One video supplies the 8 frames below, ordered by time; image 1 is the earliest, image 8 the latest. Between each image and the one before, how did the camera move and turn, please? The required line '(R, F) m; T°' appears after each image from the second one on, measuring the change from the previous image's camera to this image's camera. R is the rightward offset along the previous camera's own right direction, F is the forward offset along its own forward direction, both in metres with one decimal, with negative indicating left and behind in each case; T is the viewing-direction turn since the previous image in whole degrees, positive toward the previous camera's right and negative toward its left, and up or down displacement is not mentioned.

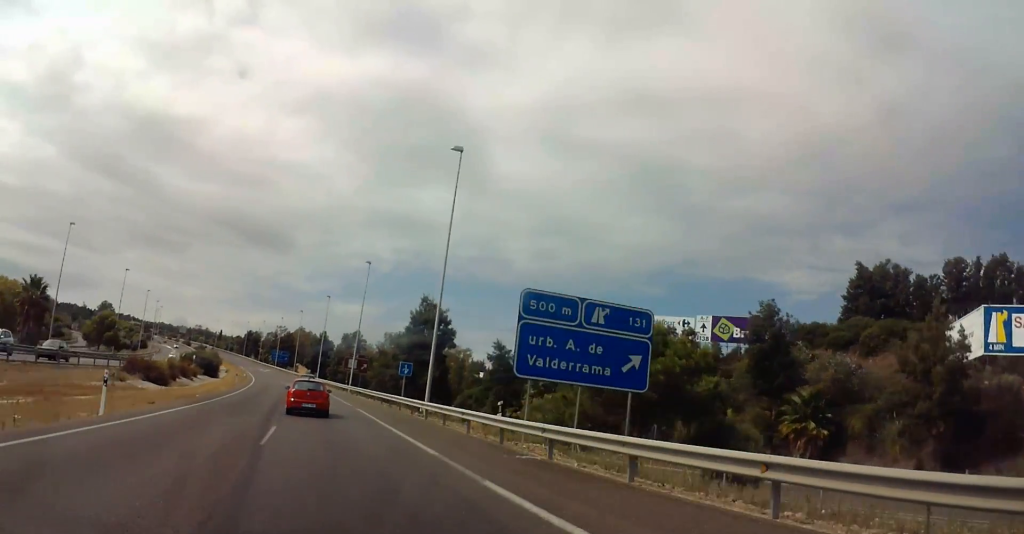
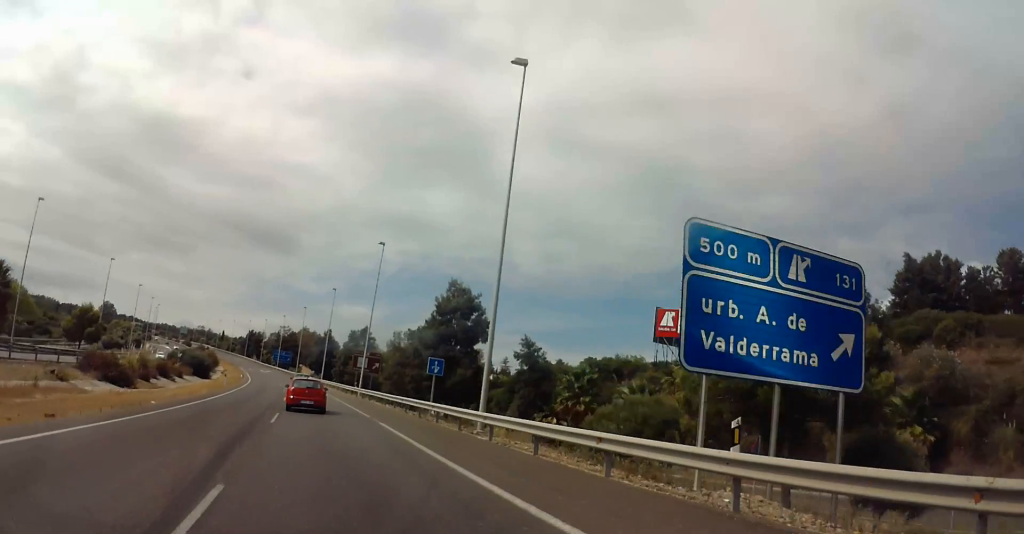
(-0.2, +11.6) m; 0°
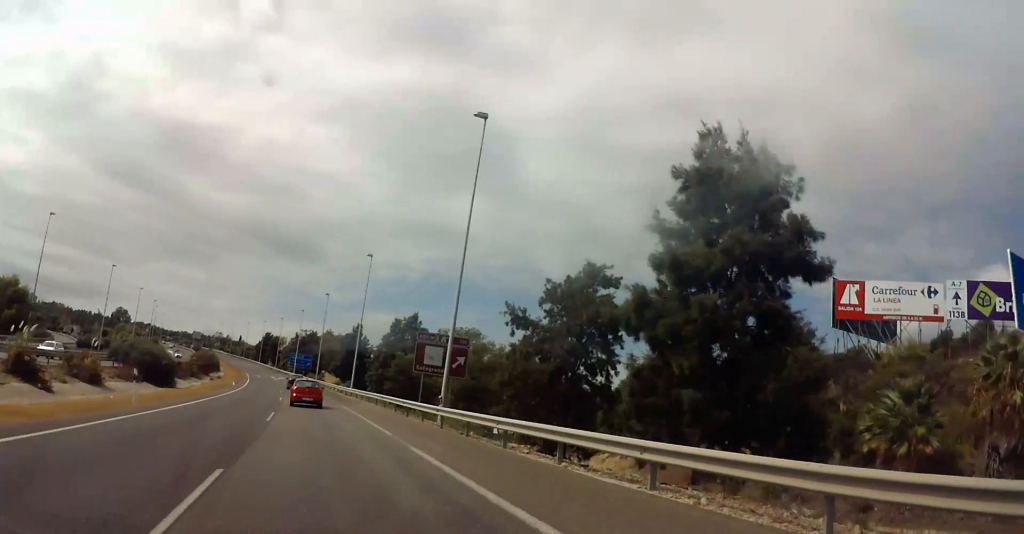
(+0.2, +34.7) m; -2°
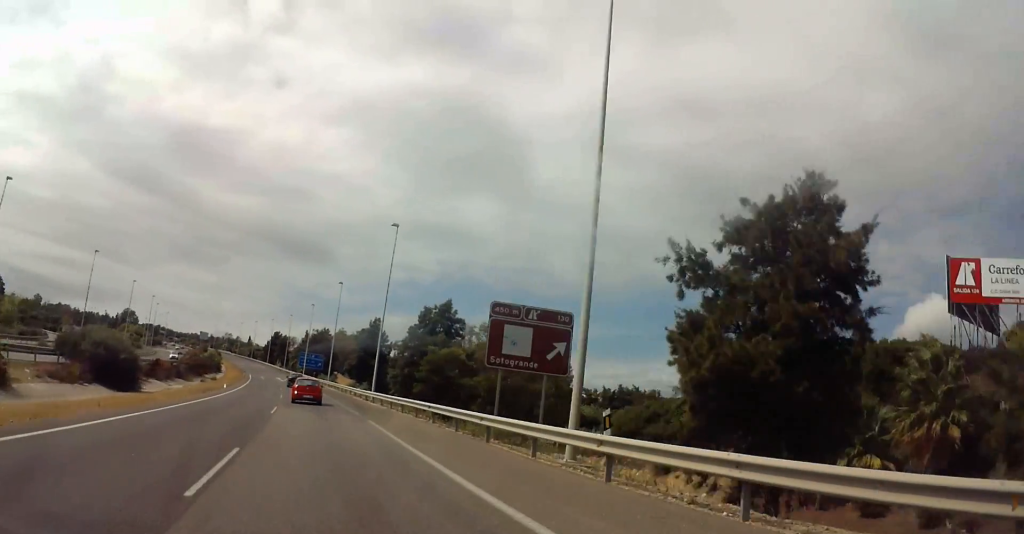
(+0.1, +13.5) m; -2°
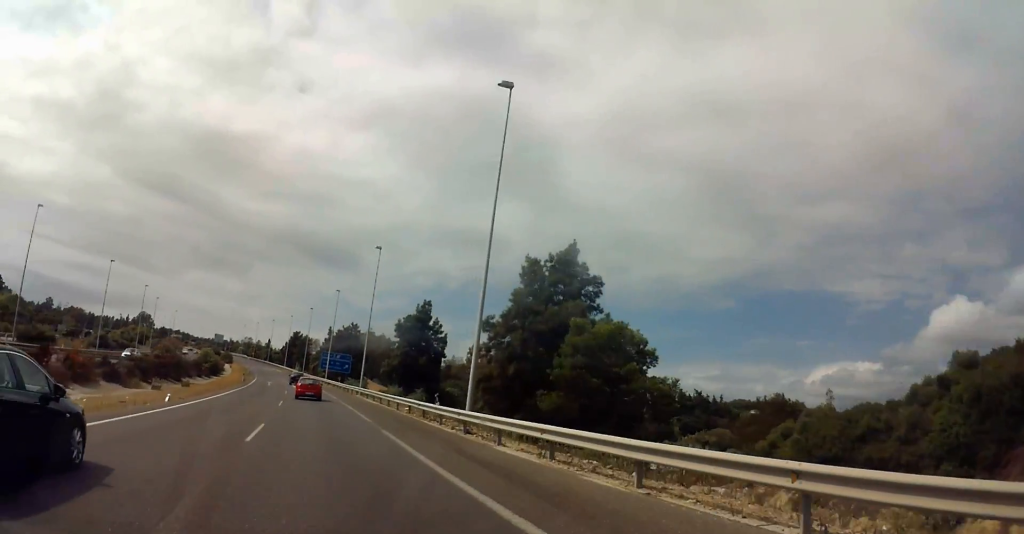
(-1.4, +29.0) m; -4°
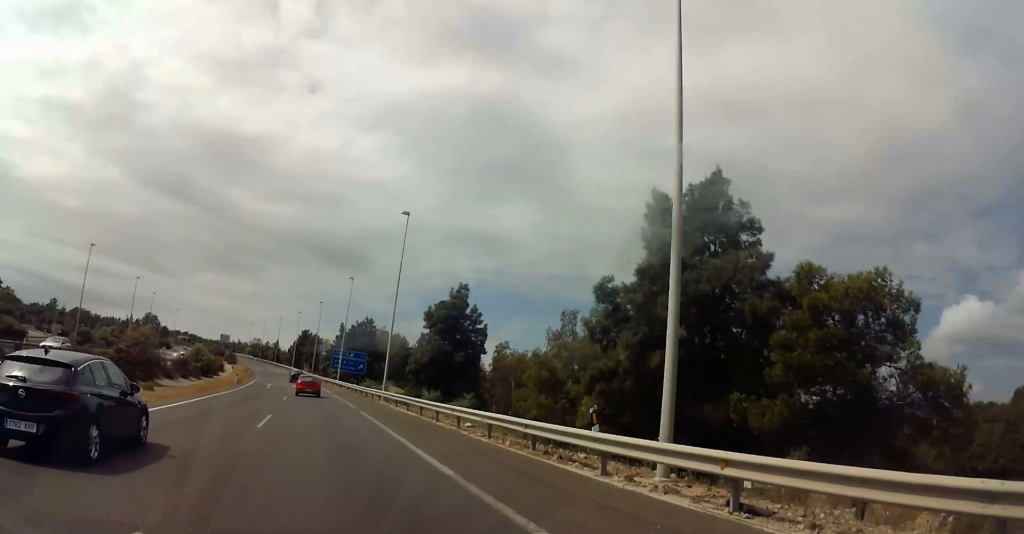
(-0.2, +15.6) m; -1°
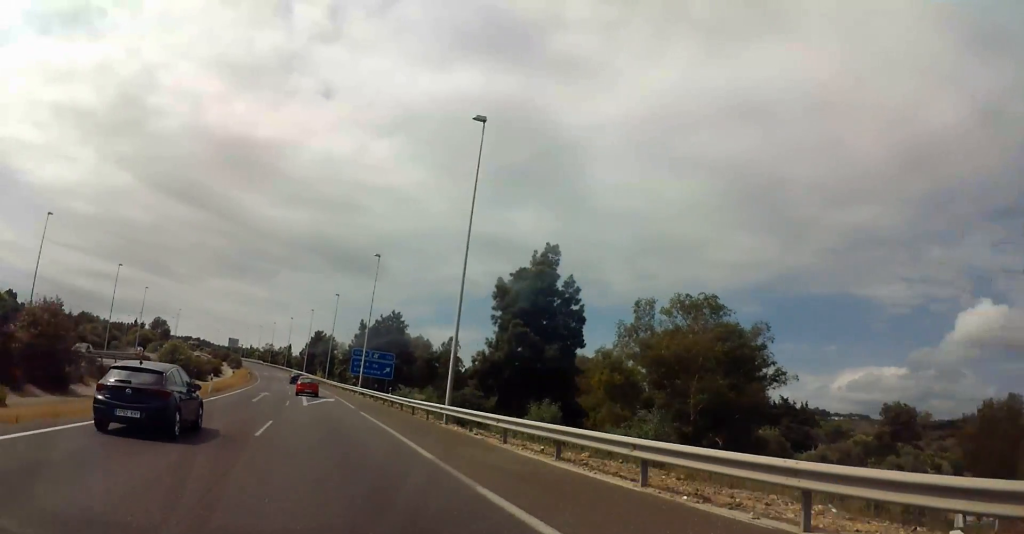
(0.0, +20.5) m; 0°
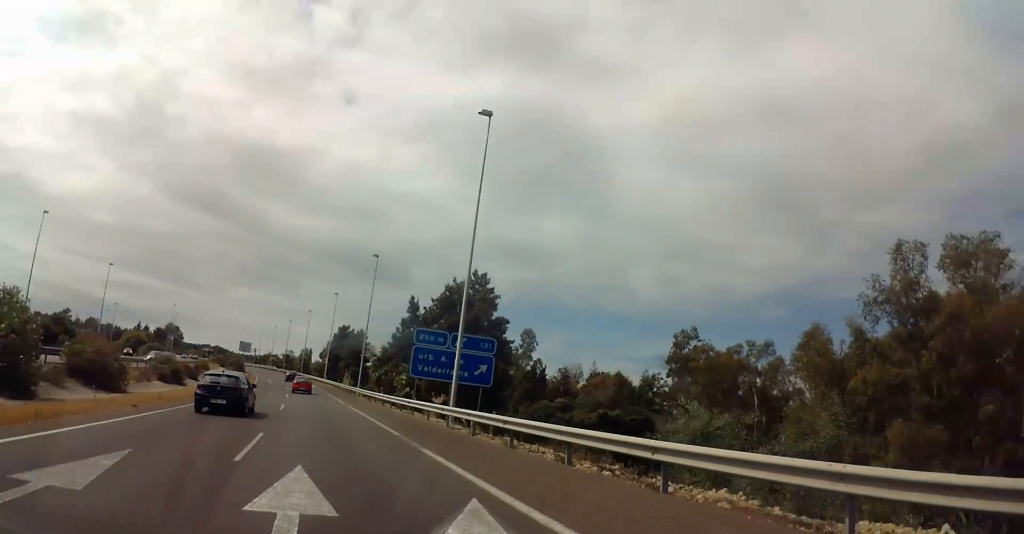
(-0.7, +40.9) m; -3°
